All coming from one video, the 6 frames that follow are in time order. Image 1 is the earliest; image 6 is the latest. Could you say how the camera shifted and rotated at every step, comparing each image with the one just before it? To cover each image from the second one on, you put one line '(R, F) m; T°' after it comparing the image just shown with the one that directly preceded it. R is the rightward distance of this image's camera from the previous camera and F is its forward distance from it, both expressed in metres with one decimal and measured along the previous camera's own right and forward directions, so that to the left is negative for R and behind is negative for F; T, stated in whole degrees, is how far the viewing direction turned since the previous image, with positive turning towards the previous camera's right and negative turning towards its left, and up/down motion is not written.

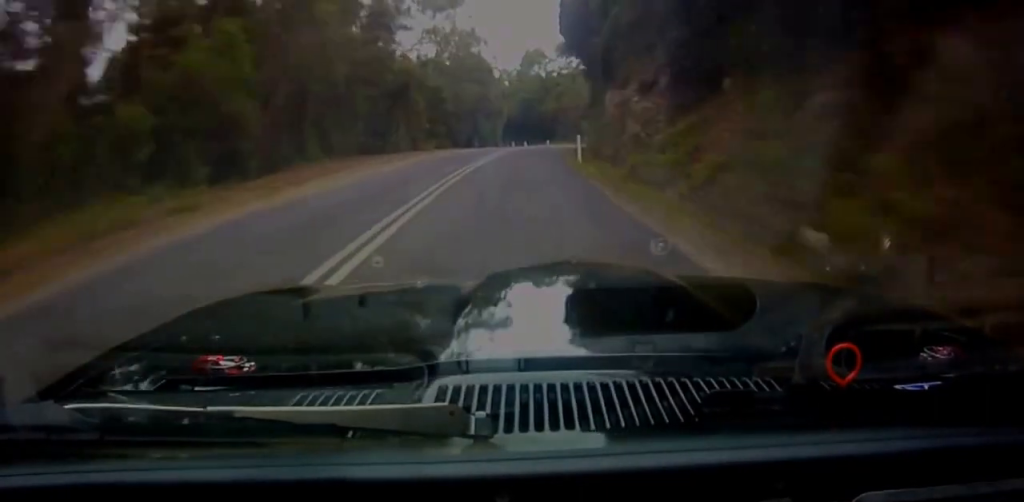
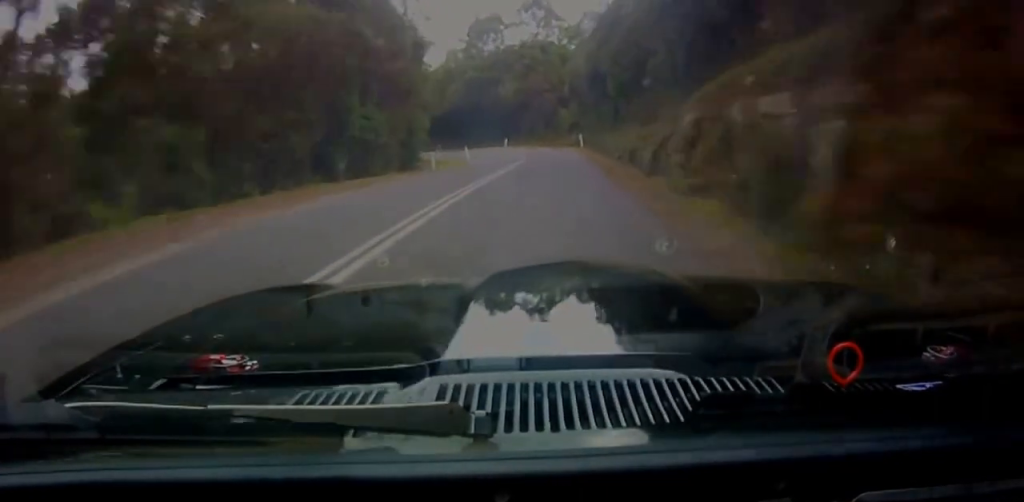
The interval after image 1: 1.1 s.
(+0.2, +37.9) m; 0°
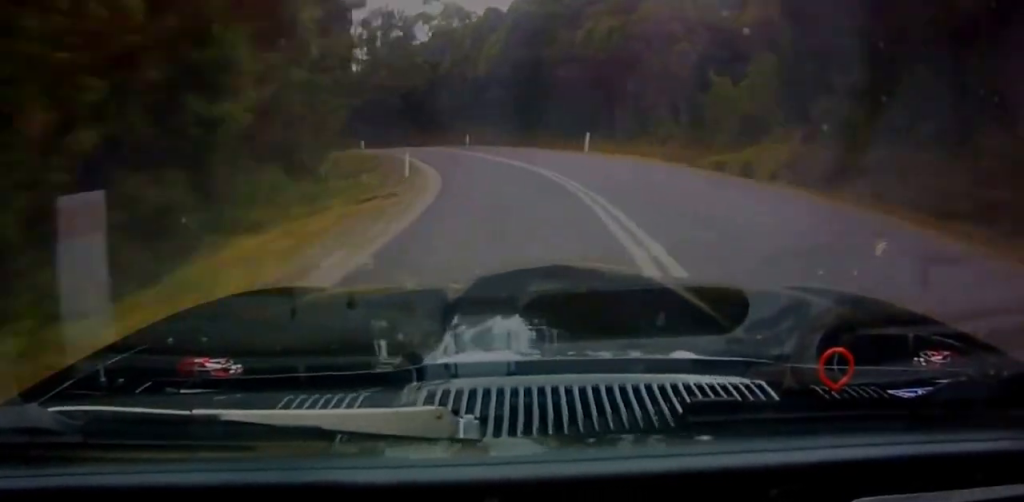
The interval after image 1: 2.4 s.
(0.0, +41.3) m; -1°
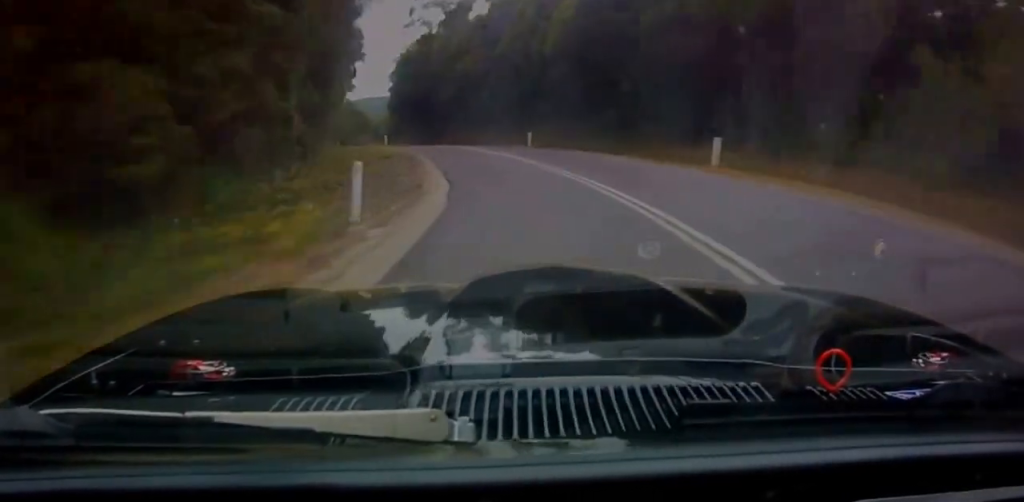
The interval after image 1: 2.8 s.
(-0.1, +13.0) m; -2°
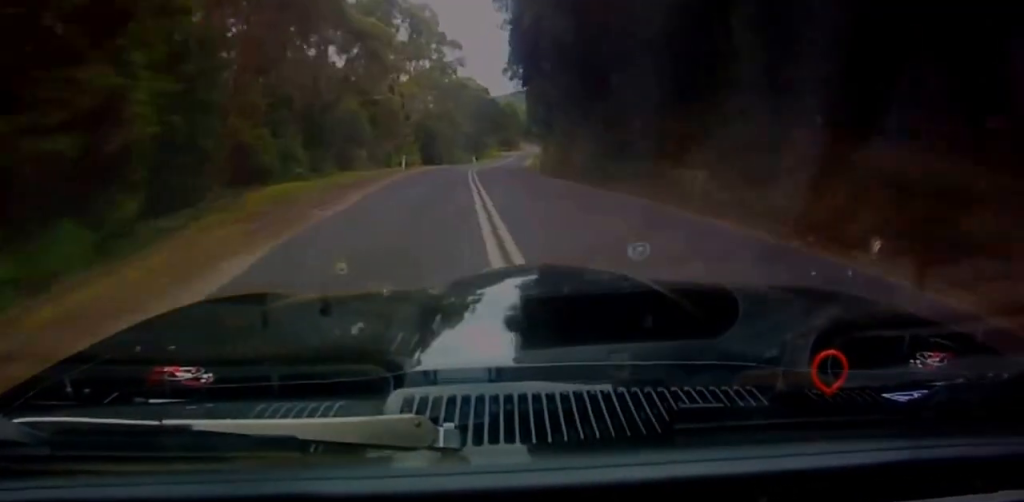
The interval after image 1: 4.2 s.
(-3.2, +44.8) m; -11°
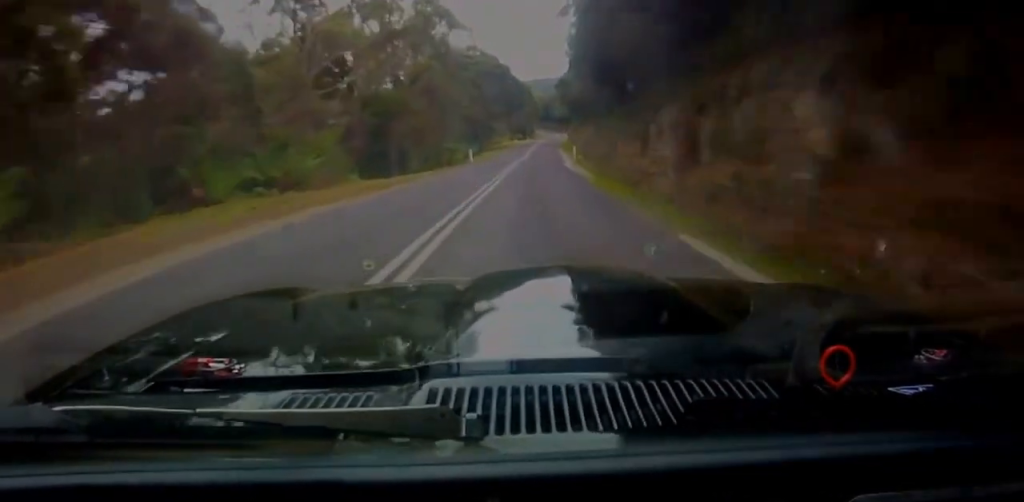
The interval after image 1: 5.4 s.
(-3.2, +39.8) m; -7°
